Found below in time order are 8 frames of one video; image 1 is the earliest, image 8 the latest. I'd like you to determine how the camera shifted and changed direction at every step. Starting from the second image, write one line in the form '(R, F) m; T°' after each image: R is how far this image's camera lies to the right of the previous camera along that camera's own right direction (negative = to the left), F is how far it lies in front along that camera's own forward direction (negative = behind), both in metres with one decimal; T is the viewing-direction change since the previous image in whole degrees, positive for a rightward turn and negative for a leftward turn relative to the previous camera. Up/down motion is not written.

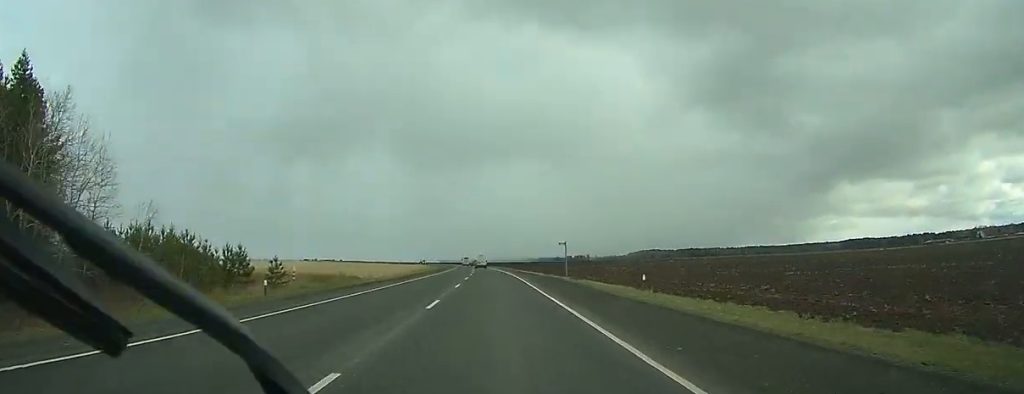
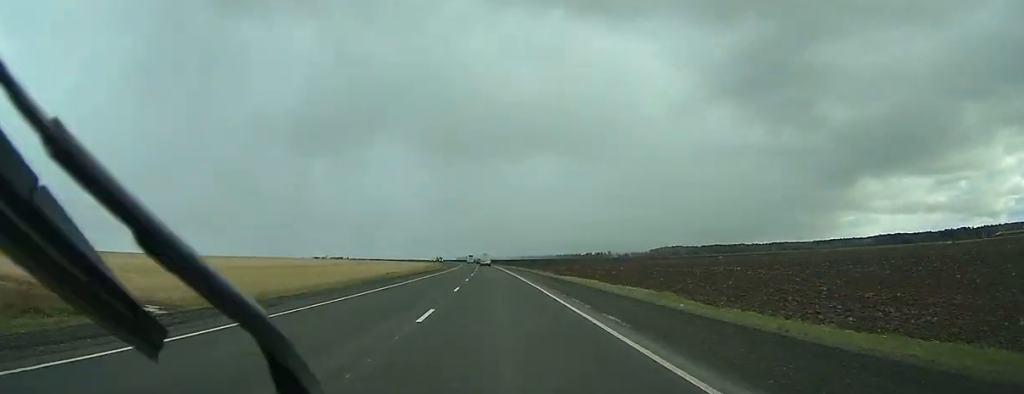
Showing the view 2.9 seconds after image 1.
(-1.3, +62.3) m; -2°
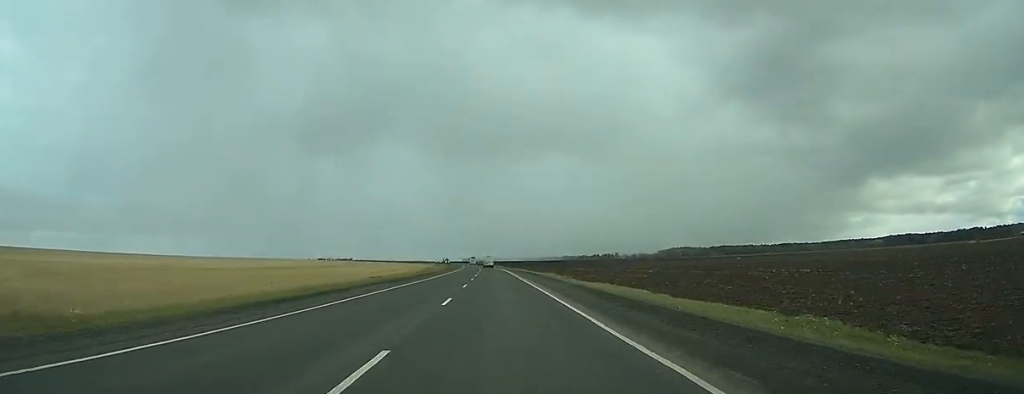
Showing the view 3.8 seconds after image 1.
(0.0, +19.7) m; -1°
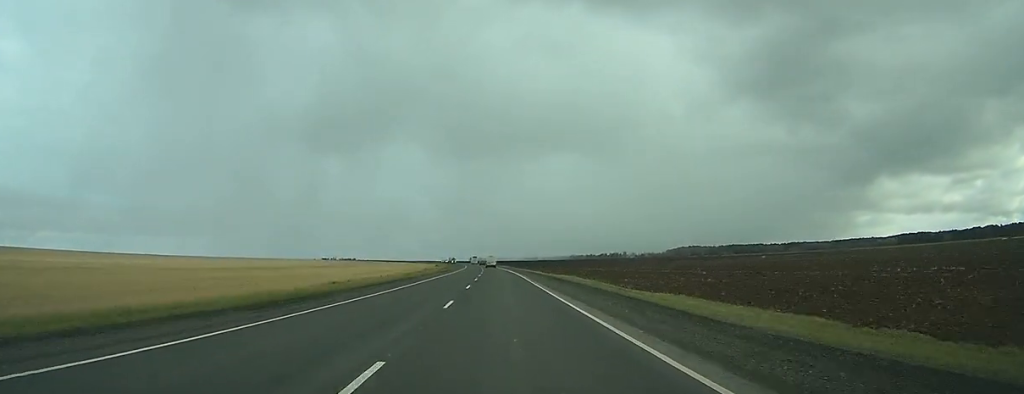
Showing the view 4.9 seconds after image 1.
(-0.3, +26.2) m; -1°
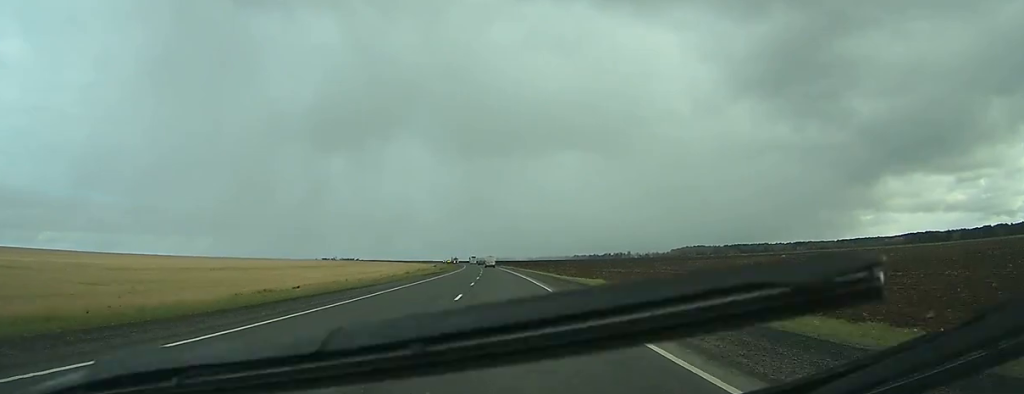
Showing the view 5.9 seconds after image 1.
(-0.1, +21.7) m; 0°
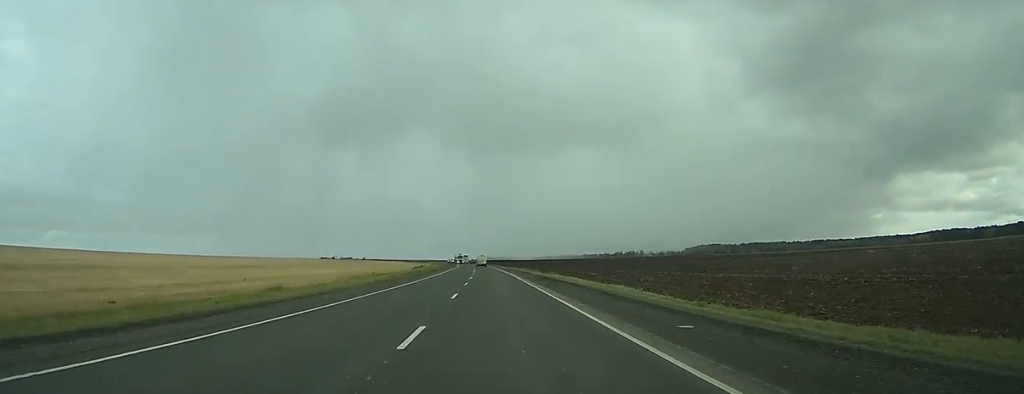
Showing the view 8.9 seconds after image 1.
(-0.6, +69.2) m; -1°
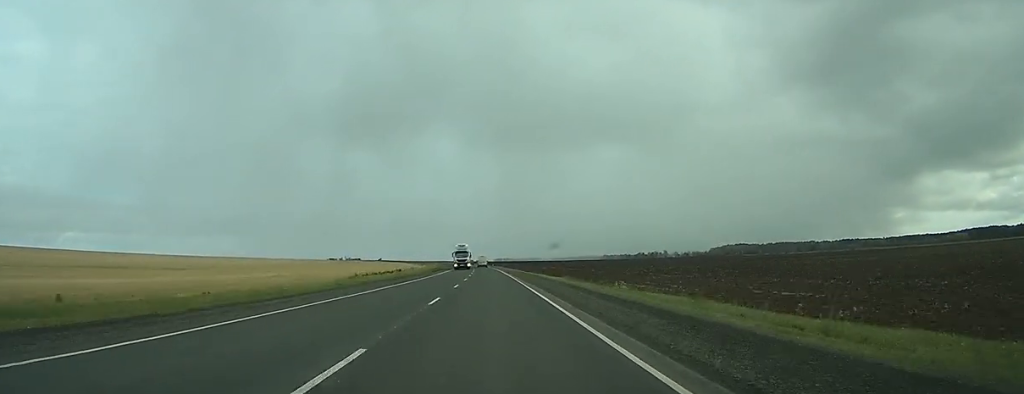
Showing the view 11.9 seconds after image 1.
(-0.6, +70.6) m; -1°
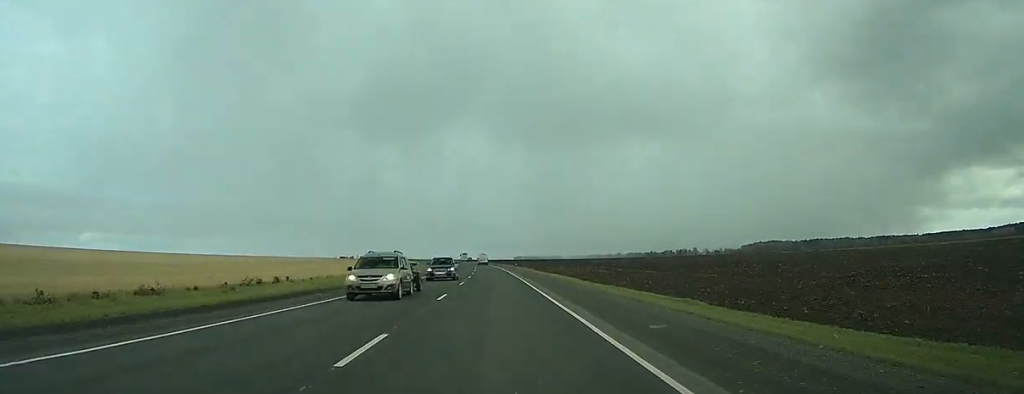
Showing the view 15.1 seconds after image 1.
(-0.6, +84.9) m; -1°
